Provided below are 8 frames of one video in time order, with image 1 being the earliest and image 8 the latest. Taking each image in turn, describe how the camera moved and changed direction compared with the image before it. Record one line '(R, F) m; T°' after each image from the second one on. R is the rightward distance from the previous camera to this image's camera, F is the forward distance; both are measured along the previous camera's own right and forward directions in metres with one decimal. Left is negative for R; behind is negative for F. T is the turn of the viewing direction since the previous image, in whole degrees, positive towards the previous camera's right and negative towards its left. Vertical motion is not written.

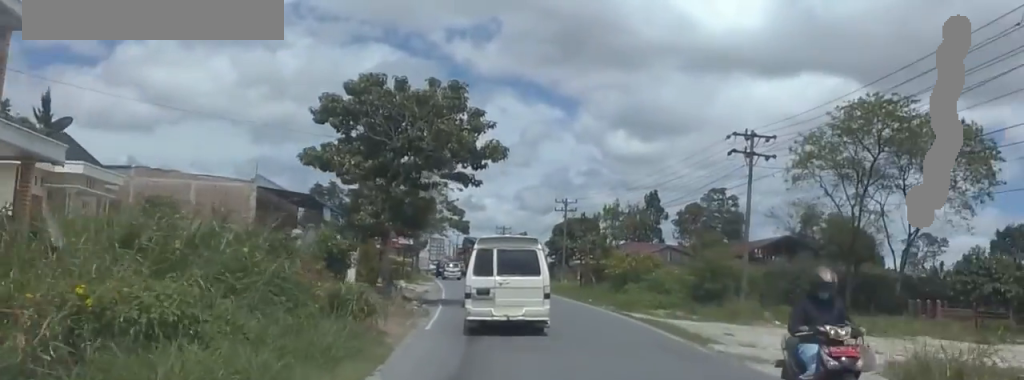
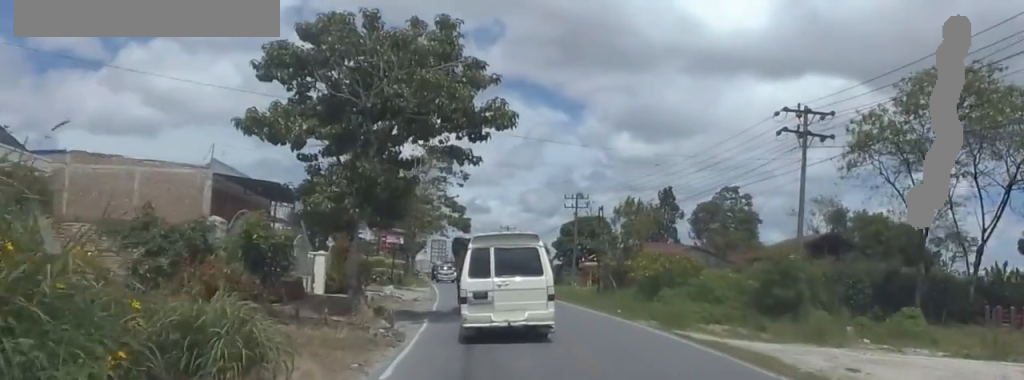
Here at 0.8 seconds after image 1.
(+0.7, +8.3) m; 0°
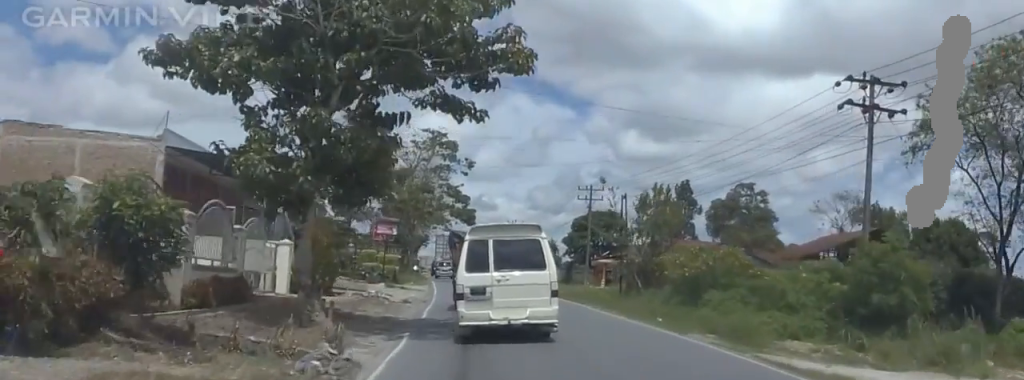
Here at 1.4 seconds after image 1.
(-0.4, +6.8) m; -2°
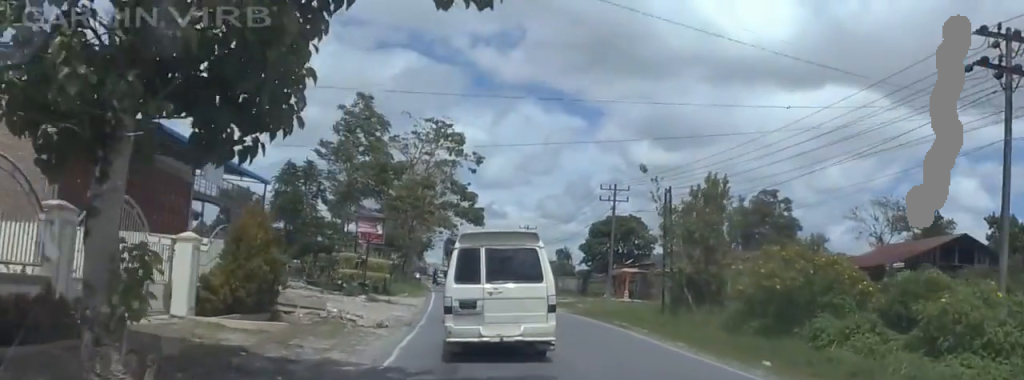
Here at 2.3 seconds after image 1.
(-0.3, +9.4) m; -1°
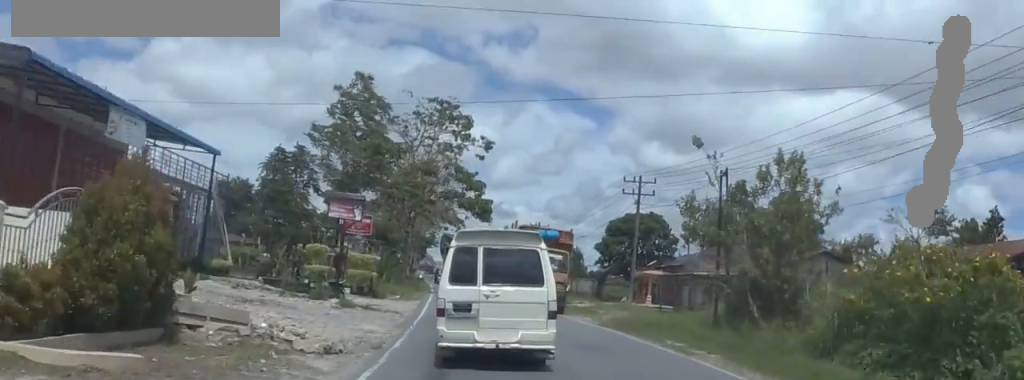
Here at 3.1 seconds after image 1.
(+0.1, +7.7) m; +1°
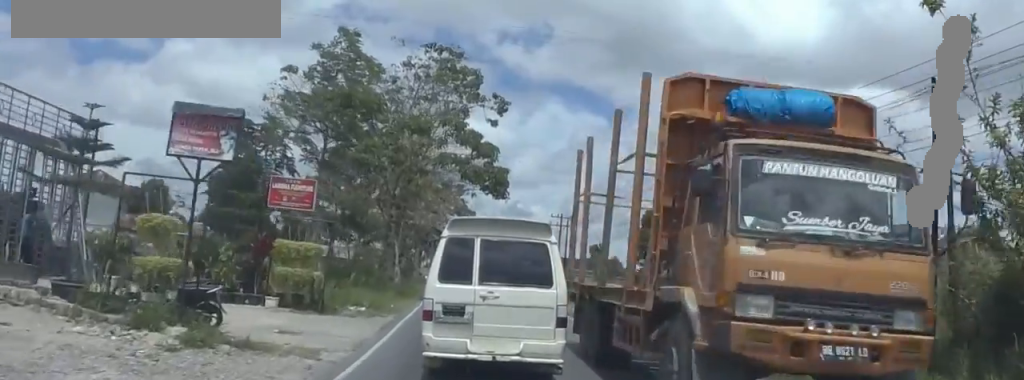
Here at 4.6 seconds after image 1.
(+0.1, +14.1) m; +1°
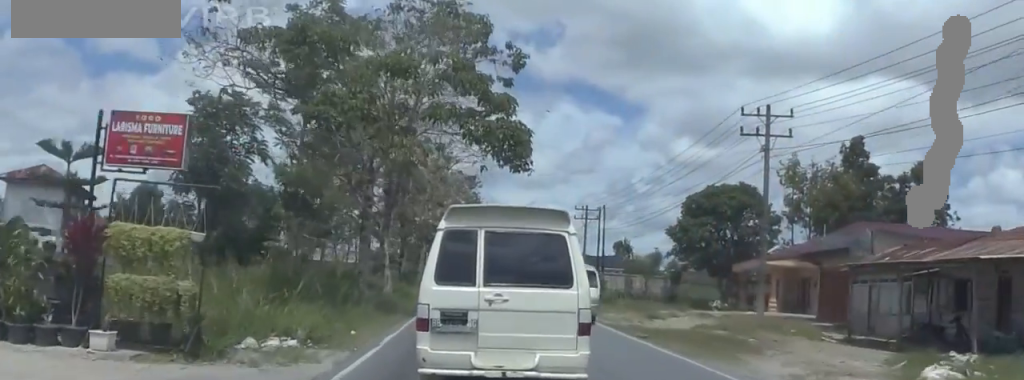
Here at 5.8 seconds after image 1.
(0.0, +10.8) m; -1°
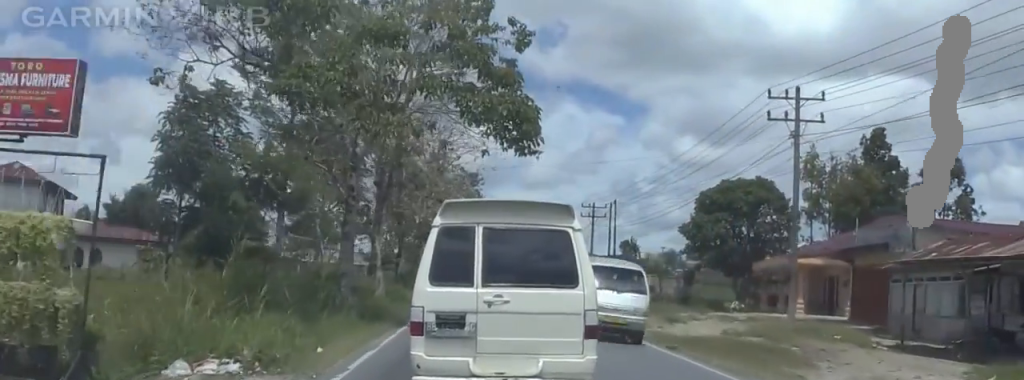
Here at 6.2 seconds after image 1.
(0.0, +3.6) m; 0°
